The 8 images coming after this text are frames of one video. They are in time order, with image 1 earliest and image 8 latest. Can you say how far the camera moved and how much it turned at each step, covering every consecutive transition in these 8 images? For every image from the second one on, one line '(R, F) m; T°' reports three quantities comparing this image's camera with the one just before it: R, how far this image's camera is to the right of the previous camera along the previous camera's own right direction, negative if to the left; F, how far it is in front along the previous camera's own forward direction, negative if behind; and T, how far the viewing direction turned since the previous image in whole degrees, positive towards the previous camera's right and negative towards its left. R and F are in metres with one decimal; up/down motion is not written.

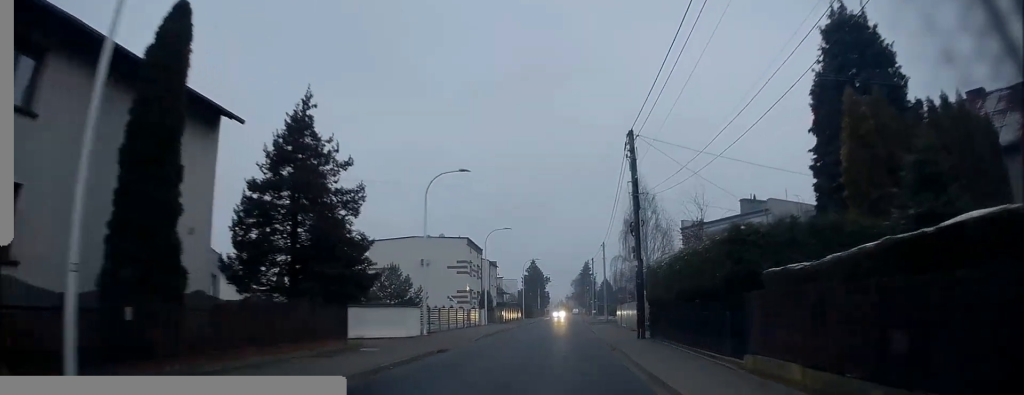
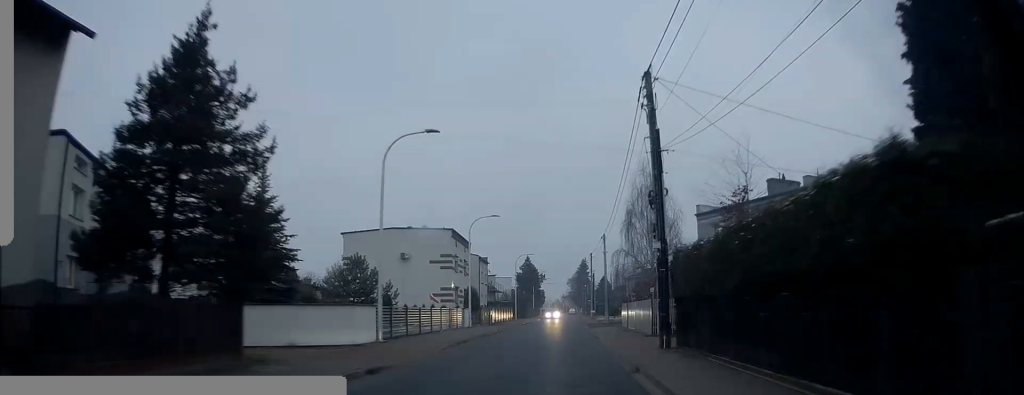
(0.0, +6.6) m; -1°
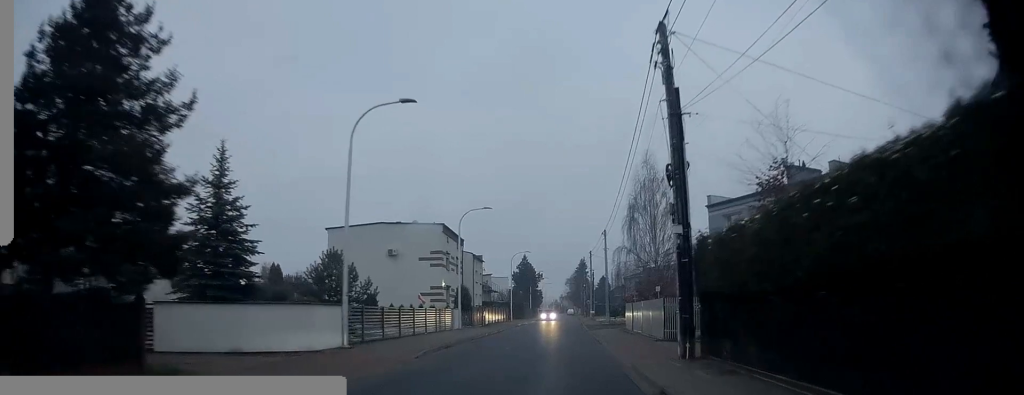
(-0.1, +3.5) m; 0°
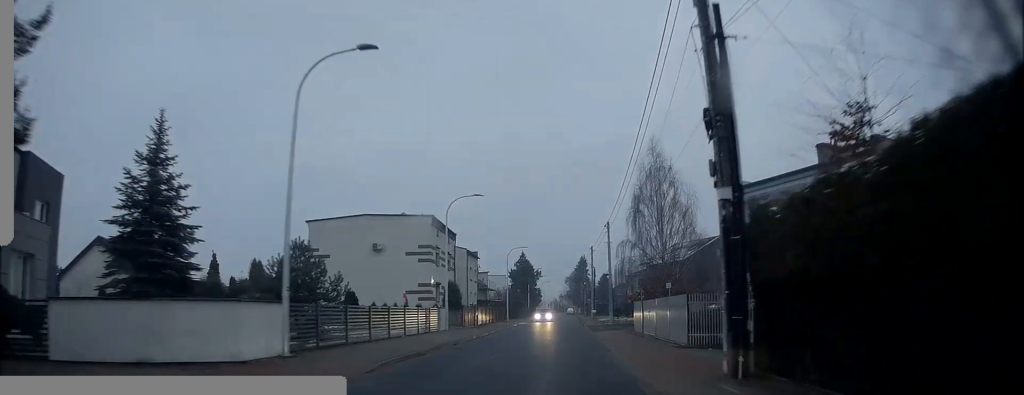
(-0.1, +4.4) m; 0°
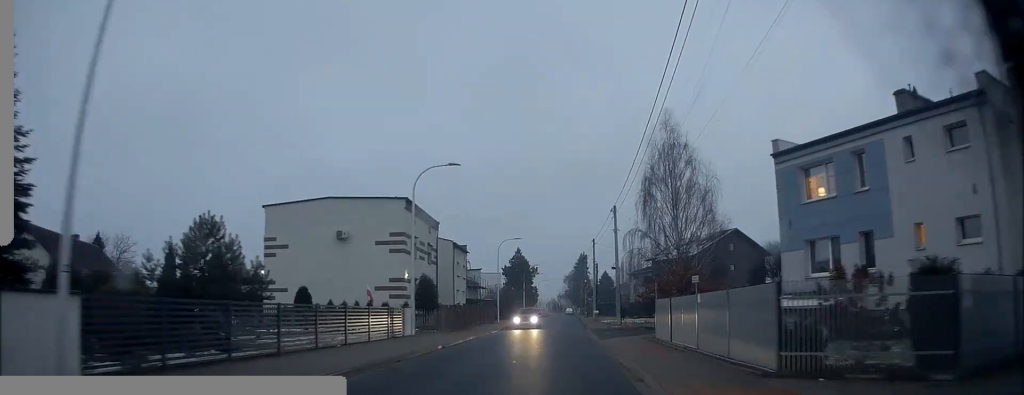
(+0.1, +7.9) m; +1°
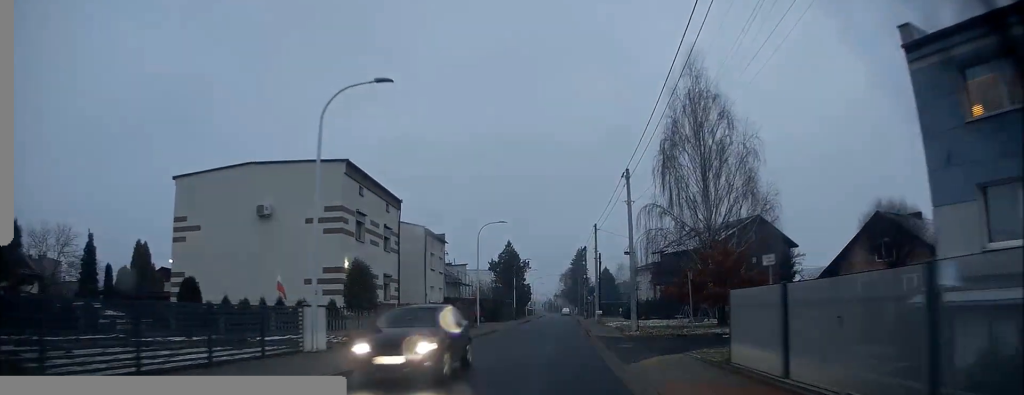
(+0.2, +11.1) m; +1°
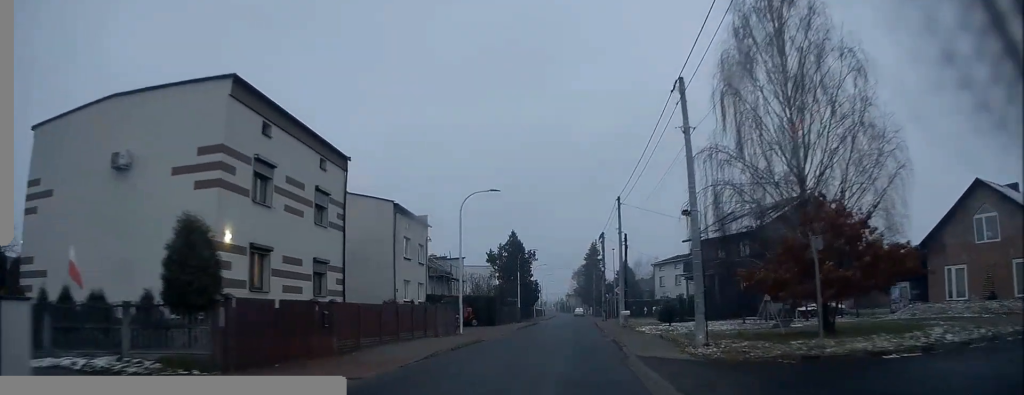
(+0.1, +12.5) m; -1°
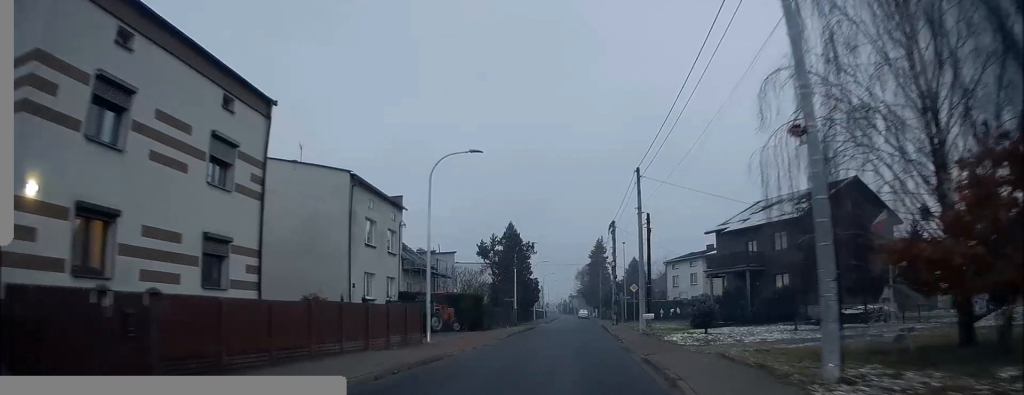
(-0.2, +9.0) m; -1°
